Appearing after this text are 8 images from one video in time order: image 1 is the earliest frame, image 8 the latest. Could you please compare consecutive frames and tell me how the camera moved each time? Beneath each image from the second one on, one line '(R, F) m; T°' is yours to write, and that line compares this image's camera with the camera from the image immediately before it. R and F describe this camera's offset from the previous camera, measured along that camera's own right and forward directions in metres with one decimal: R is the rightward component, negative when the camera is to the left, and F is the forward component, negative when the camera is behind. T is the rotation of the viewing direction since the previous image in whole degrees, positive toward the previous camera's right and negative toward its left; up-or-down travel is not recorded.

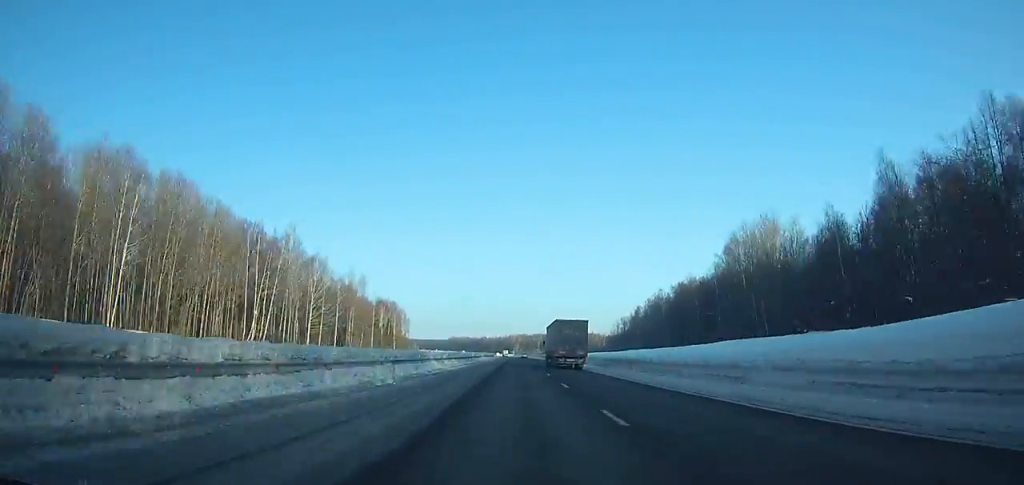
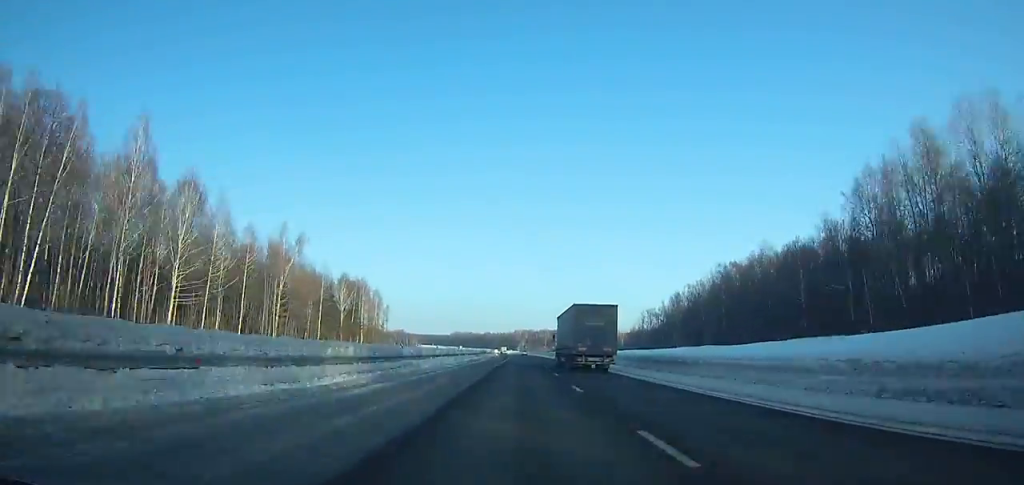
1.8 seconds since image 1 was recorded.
(-0.2, +52.5) m; 0°
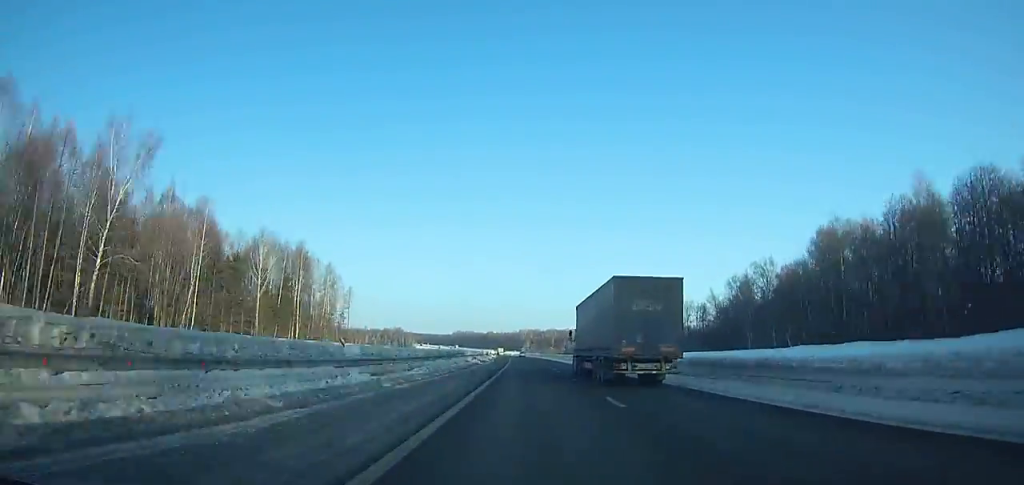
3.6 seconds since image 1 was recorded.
(-0.2, +52.7) m; 0°
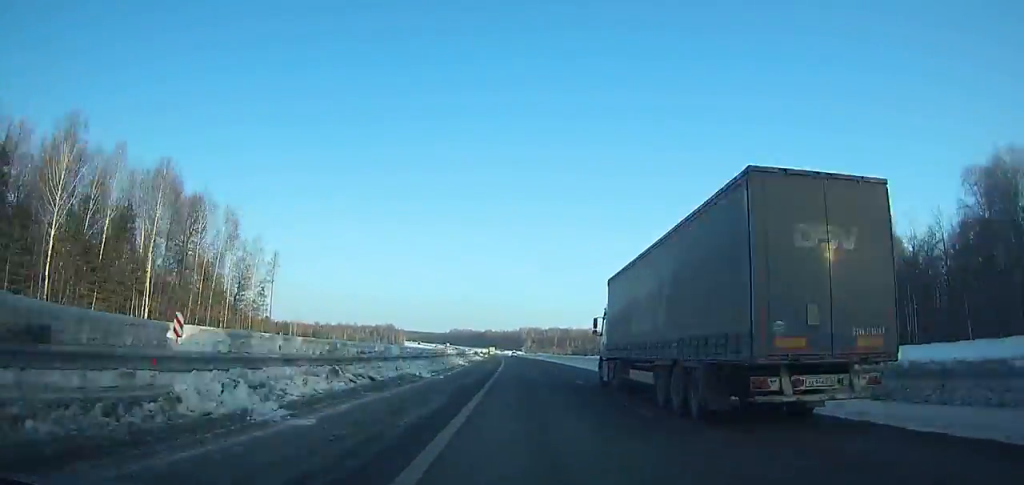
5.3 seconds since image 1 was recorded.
(-0.1, +50.1) m; 0°
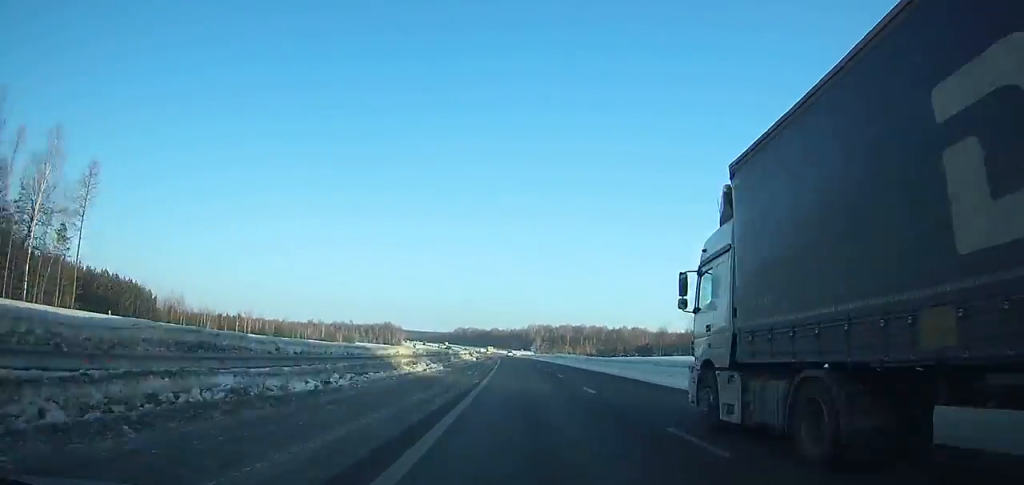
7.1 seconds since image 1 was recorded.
(-0.1, +53.1) m; -1°
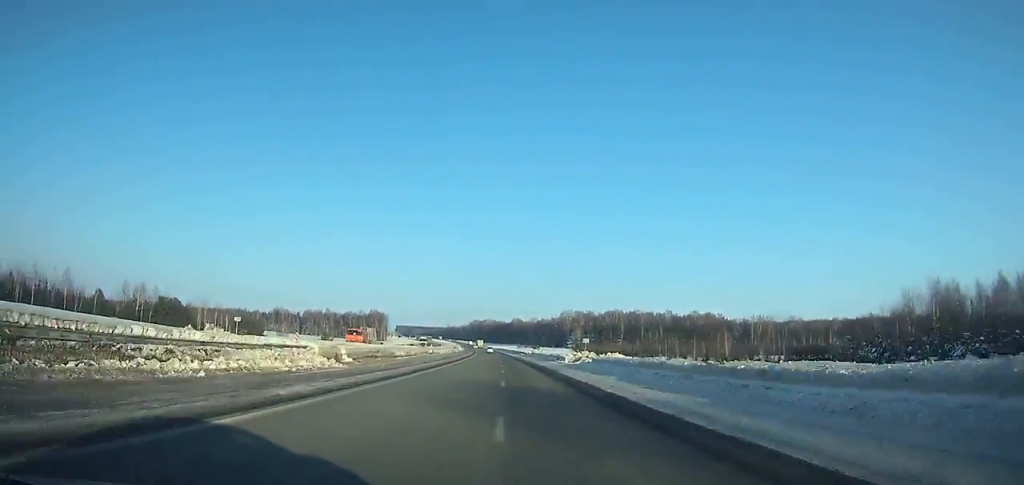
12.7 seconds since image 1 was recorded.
(-3.7, +164.8) m; -3°
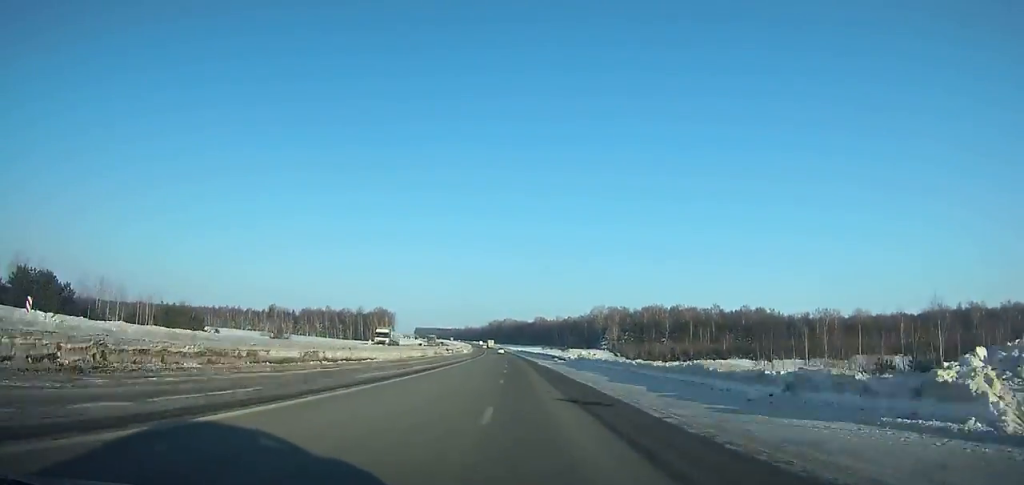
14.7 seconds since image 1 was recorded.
(-1.3, +57.9) m; -1°
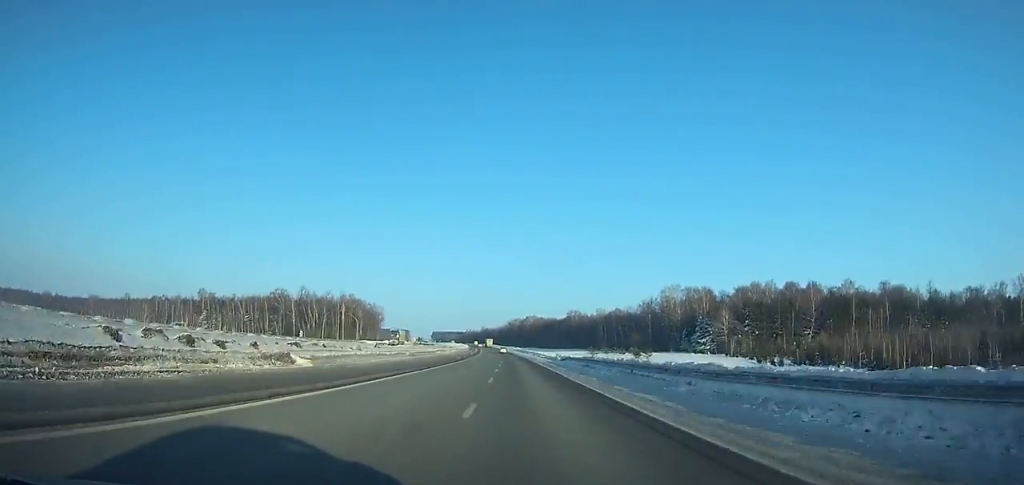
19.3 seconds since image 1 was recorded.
(-2.8, +131.1) m; -2°
